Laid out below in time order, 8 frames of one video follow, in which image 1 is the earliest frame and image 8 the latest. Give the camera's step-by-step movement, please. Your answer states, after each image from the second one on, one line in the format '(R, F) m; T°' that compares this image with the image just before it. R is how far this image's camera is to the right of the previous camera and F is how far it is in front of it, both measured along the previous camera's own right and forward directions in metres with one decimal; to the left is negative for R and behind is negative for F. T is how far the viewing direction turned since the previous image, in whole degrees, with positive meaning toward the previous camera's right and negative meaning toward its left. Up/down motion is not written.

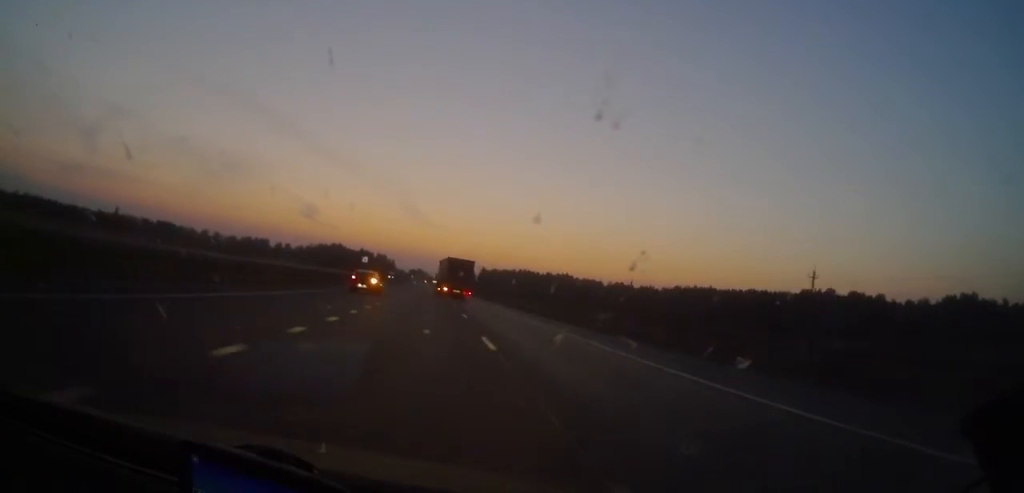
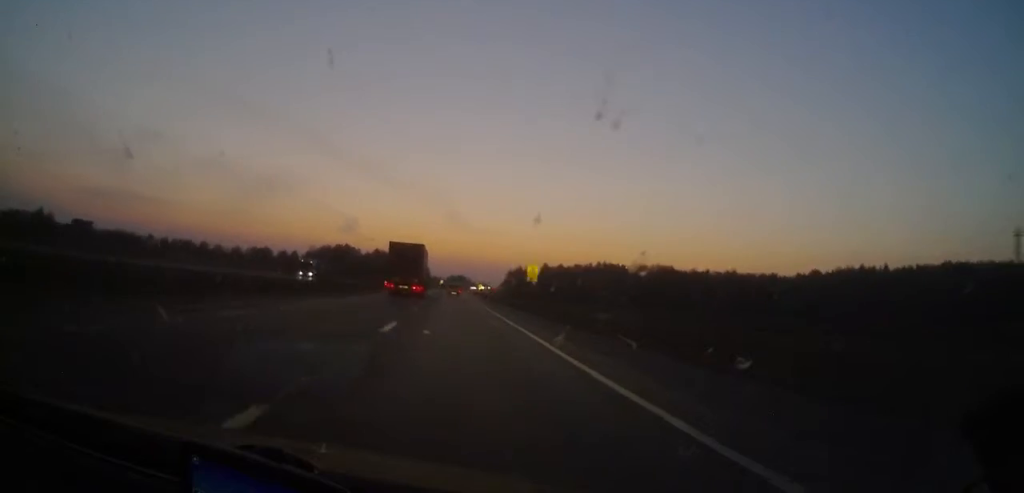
(-2.6, +141.1) m; -3°
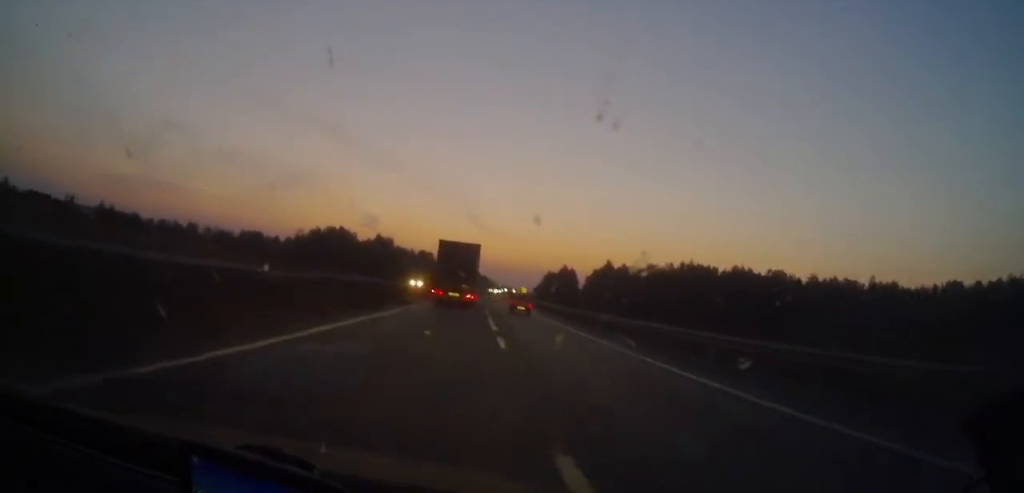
(-3.3, +96.7) m; -1°
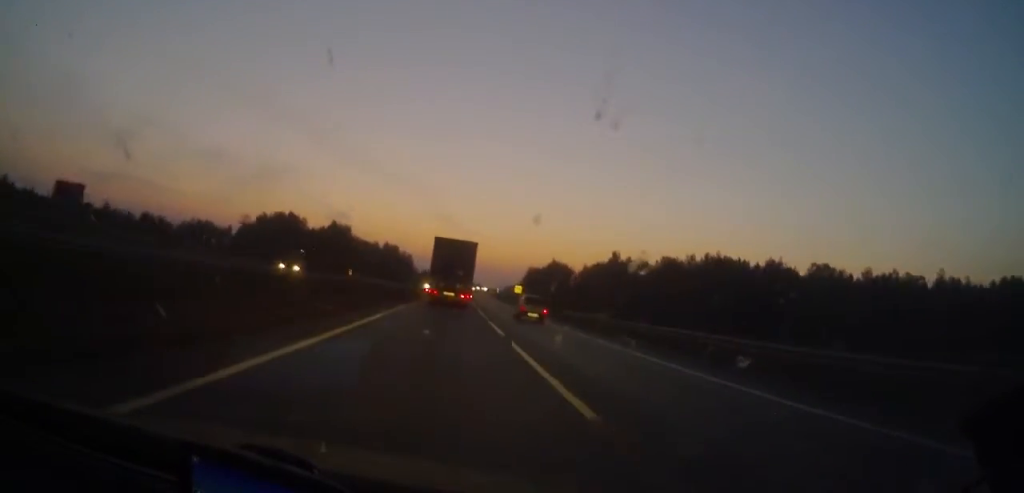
(+0.9, +51.3) m; +1°
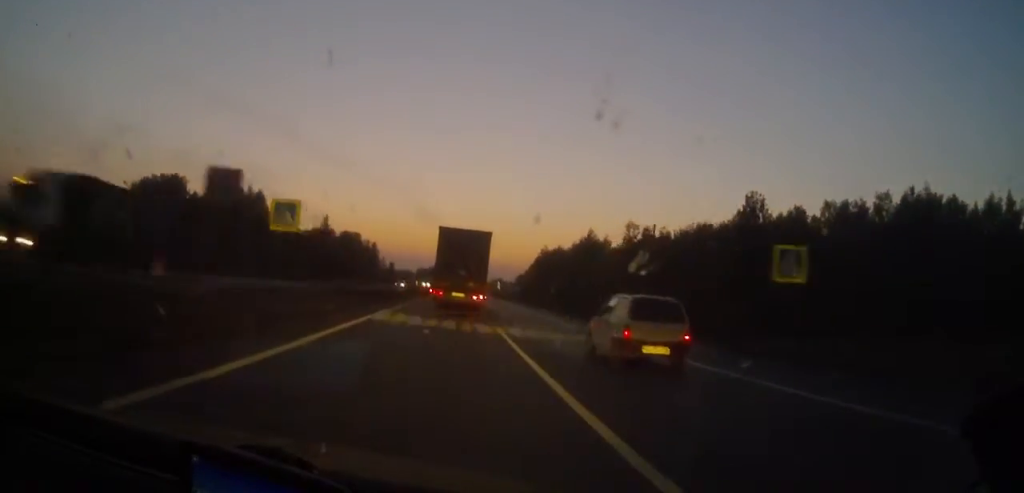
(+2.0, +103.5) m; +2°
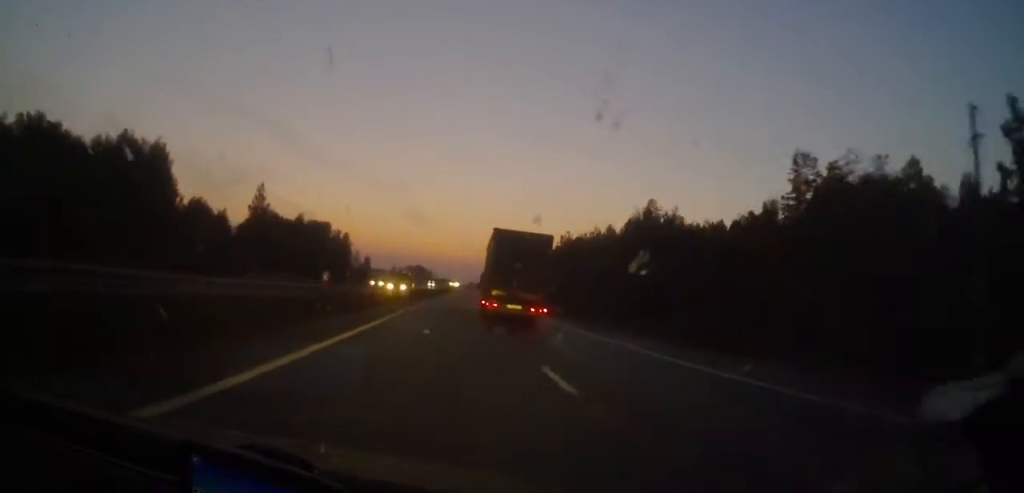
(+0.5, +59.3) m; +1°
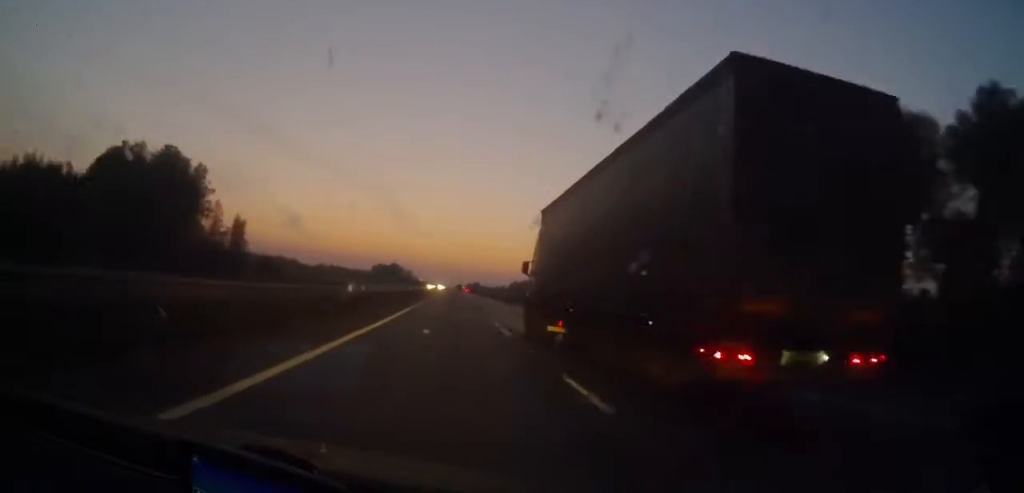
(+2.1, +156.0) m; +1°
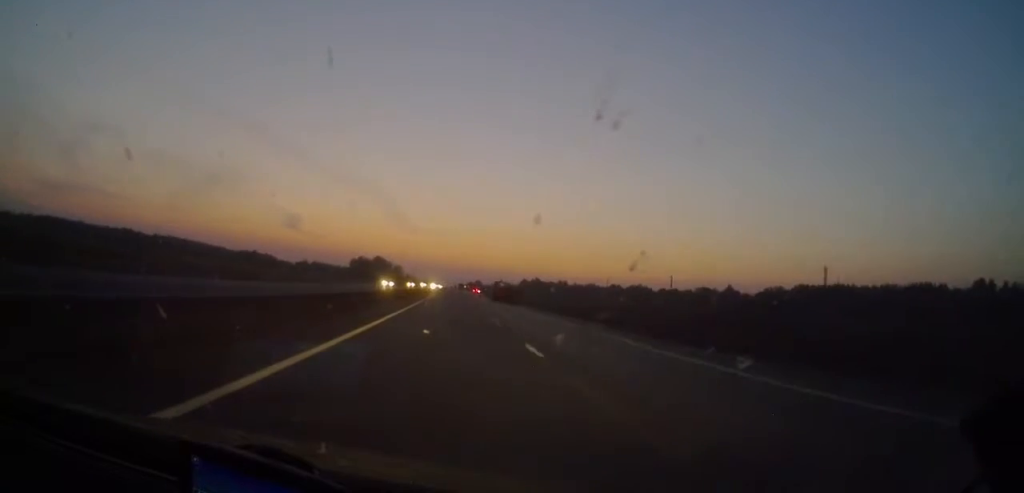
(+0.6, +123.7) m; 0°
